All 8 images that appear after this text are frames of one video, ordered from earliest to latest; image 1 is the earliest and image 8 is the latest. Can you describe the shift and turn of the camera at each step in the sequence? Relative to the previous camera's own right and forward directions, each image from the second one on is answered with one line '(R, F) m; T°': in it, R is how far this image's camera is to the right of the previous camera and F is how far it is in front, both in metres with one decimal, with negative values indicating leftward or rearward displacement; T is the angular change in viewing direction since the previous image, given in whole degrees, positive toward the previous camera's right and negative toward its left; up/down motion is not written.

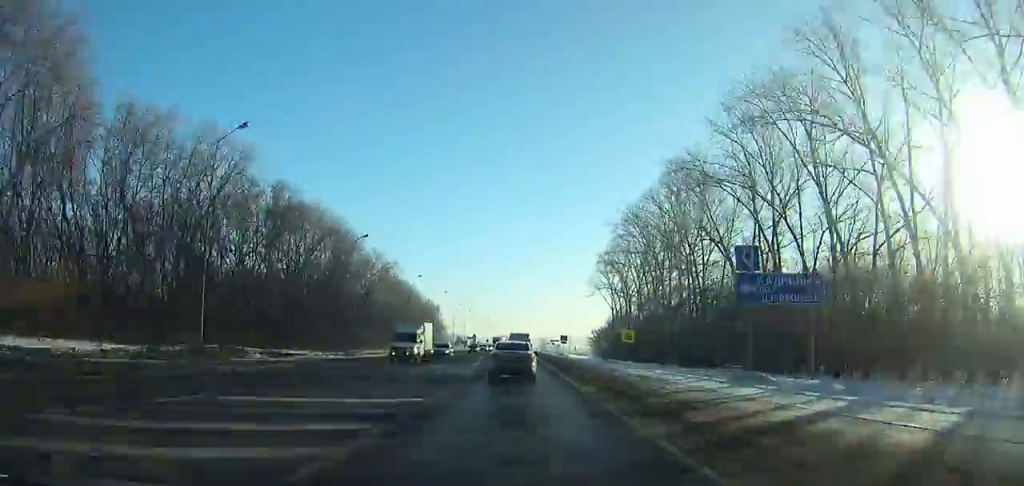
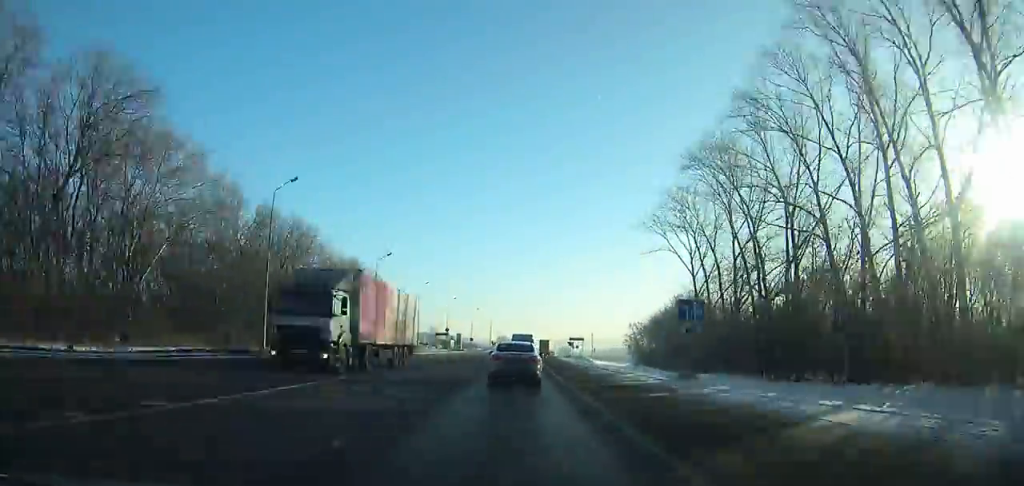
(-1.0, +71.3) m; -1°
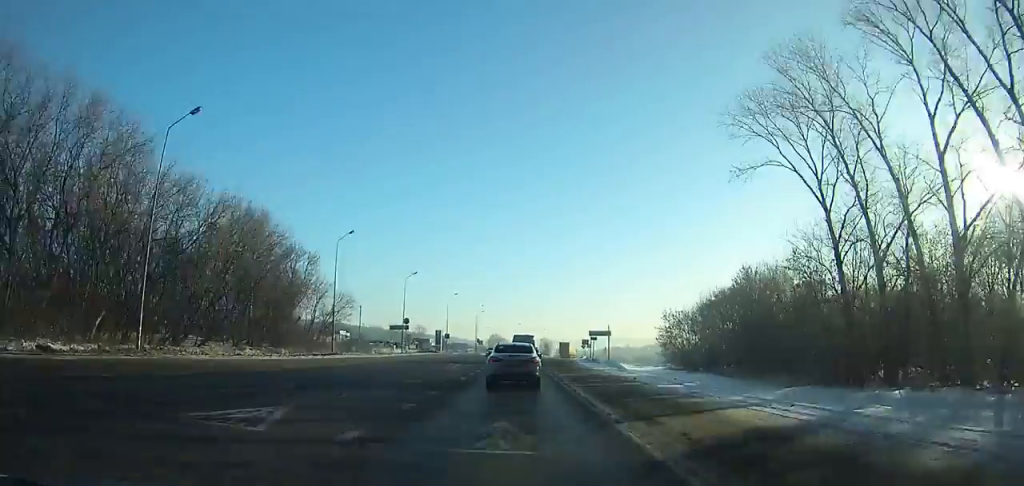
(0.0, +37.3) m; +1°
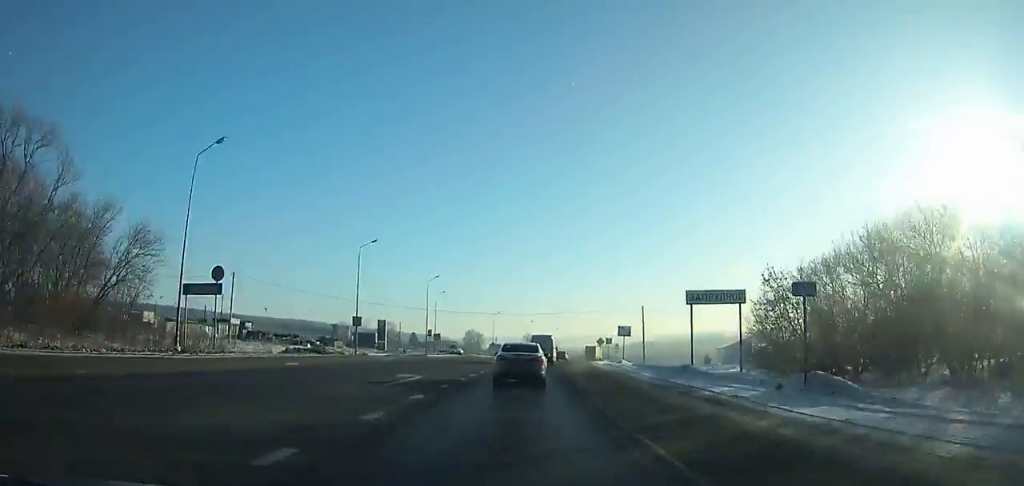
(+0.9, +47.9) m; +3°
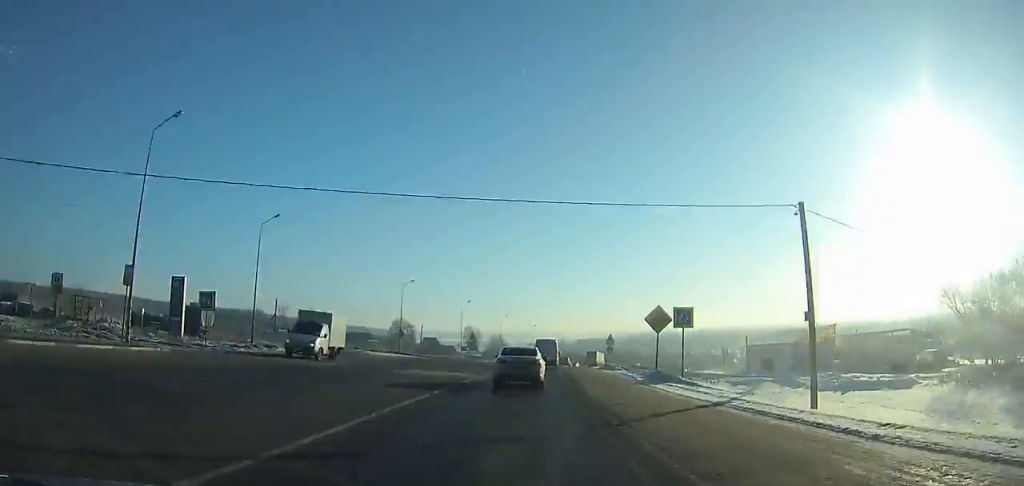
(+2.6, +54.4) m; +6°
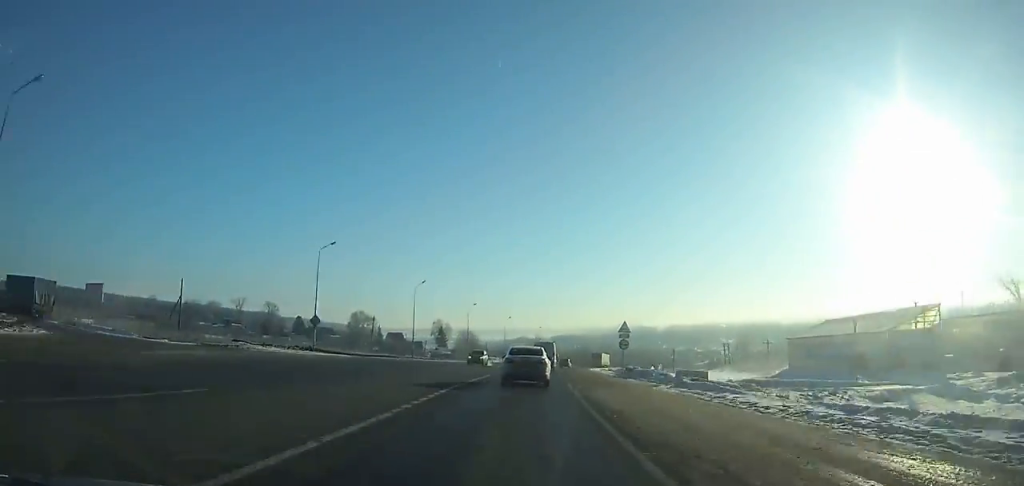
(+0.4, +26.1) m; +3°
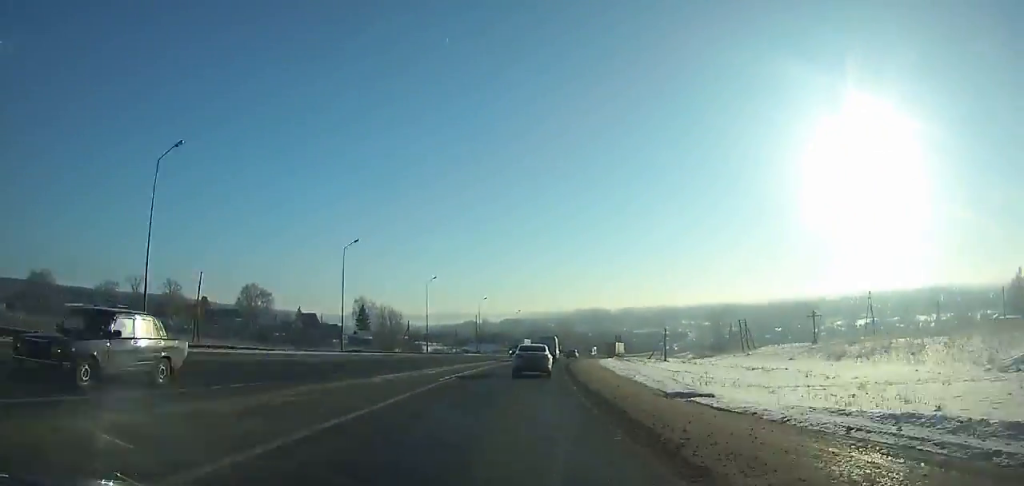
(+2.5, +54.1) m; +6°
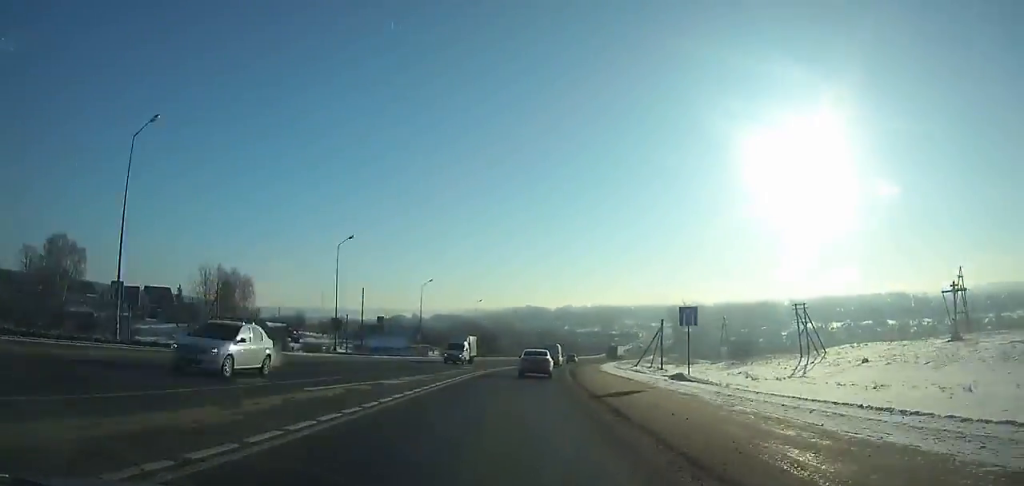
(+3.3, +58.0) m; +6°
